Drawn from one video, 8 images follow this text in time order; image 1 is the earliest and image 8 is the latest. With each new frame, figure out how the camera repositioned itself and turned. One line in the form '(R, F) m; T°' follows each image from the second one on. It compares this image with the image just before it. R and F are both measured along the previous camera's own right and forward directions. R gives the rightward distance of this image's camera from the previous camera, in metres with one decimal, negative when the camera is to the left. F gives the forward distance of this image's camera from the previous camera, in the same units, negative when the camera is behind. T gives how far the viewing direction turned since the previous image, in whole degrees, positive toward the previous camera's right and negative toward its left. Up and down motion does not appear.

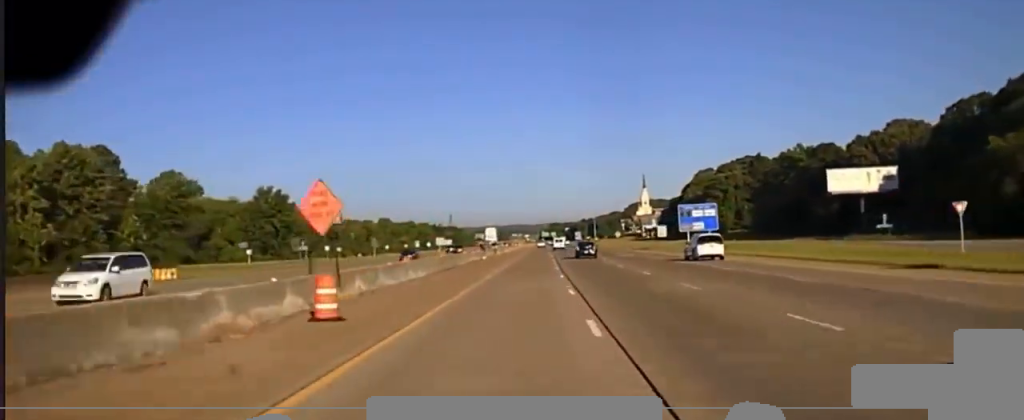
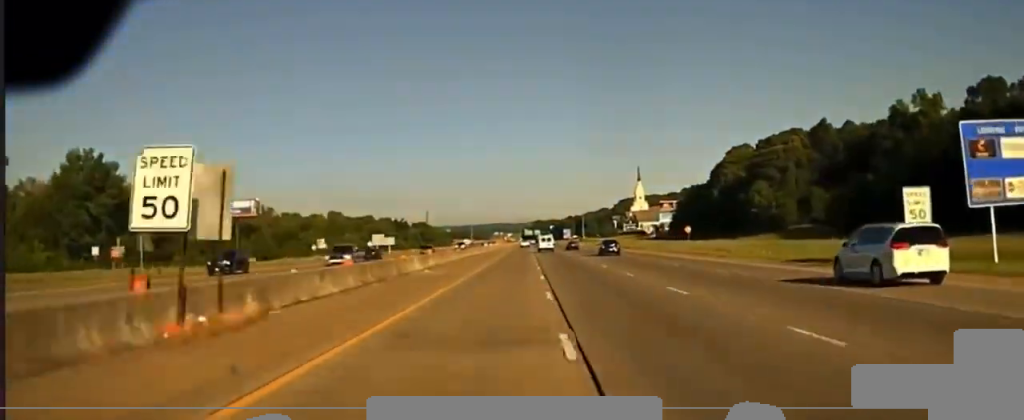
(+1.1, +86.1) m; +2°
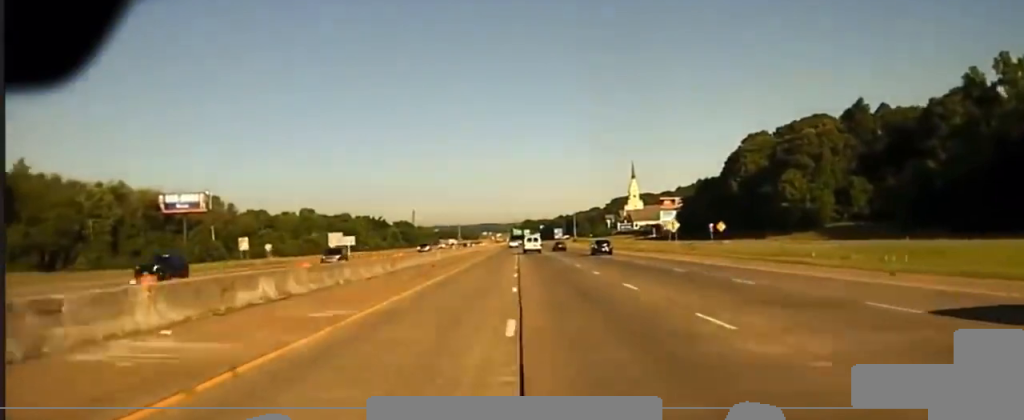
(+0.2, +33.2) m; +1°
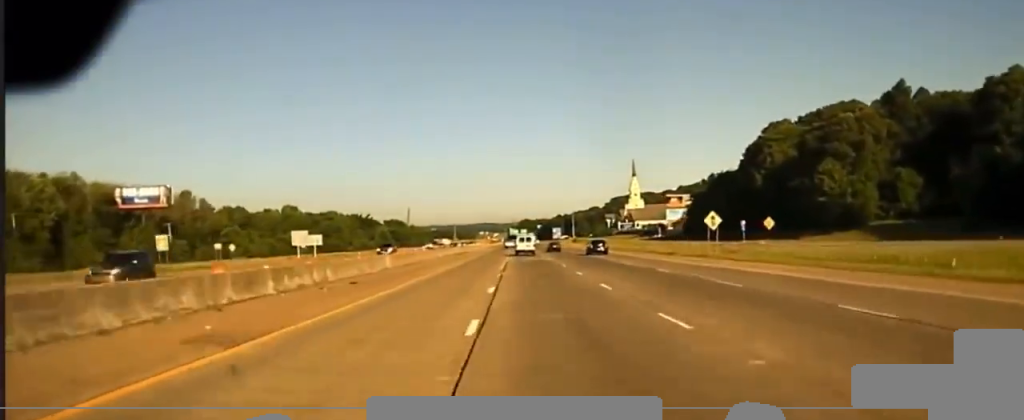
(+0.2, +24.0) m; 0°
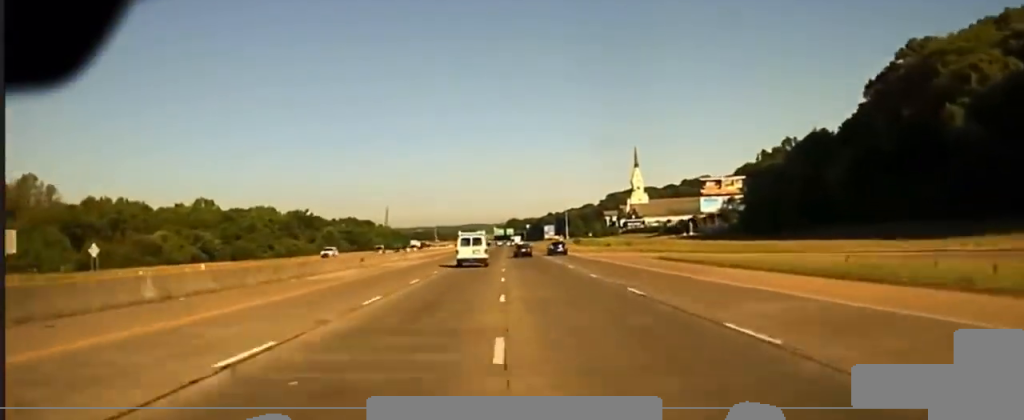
(+0.2, +88.0) m; 0°
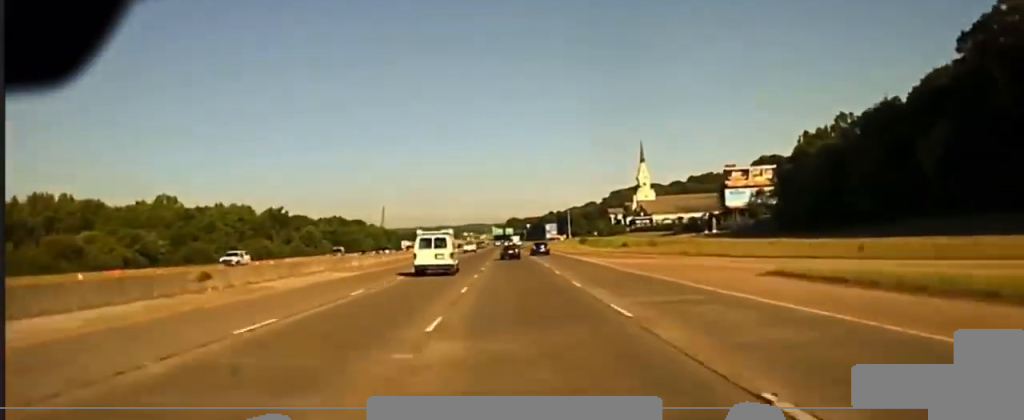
(0.0, +31.3) m; 0°
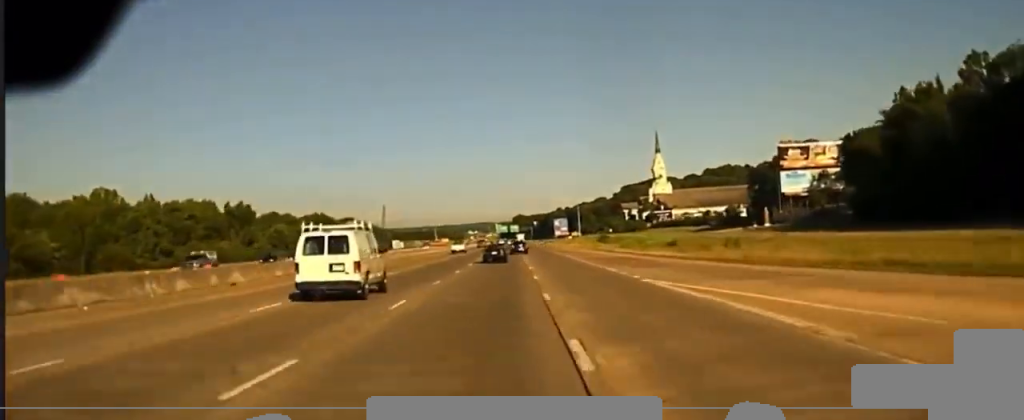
(+0.1, +43.0) m; 0°
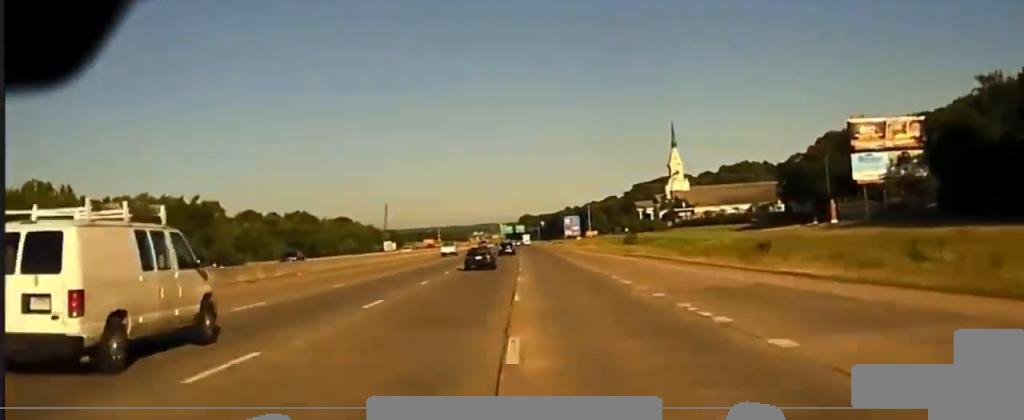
(+0.1, +35.1) m; -1°
